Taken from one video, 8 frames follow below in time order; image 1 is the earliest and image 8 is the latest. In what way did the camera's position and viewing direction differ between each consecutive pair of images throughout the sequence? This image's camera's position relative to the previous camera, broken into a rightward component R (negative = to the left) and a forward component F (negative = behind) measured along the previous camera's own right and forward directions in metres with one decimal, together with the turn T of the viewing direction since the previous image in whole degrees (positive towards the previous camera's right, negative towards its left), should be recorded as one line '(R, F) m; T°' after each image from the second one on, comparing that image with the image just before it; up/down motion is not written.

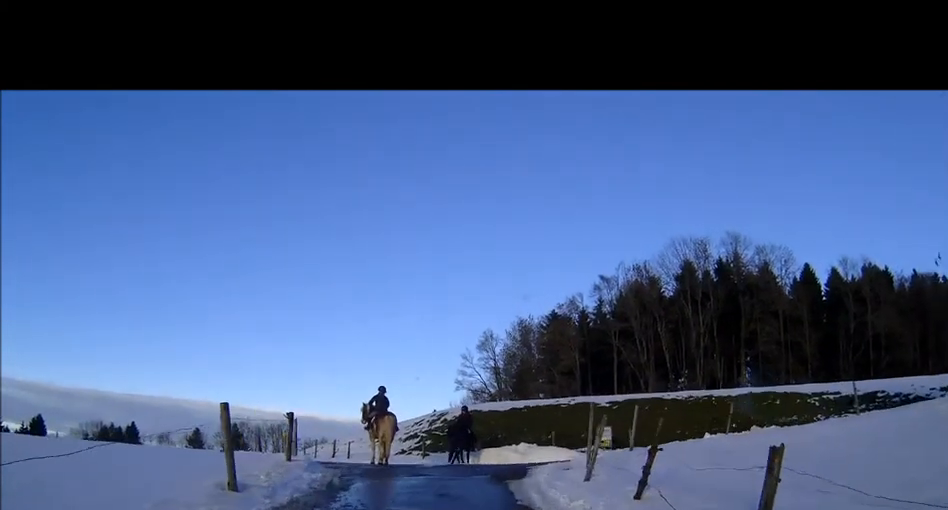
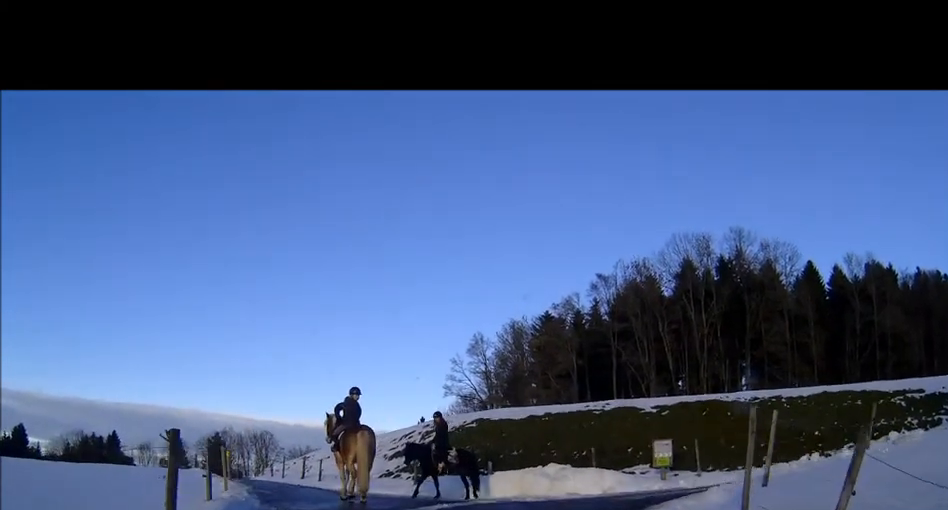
(0.0, +6.5) m; +1°
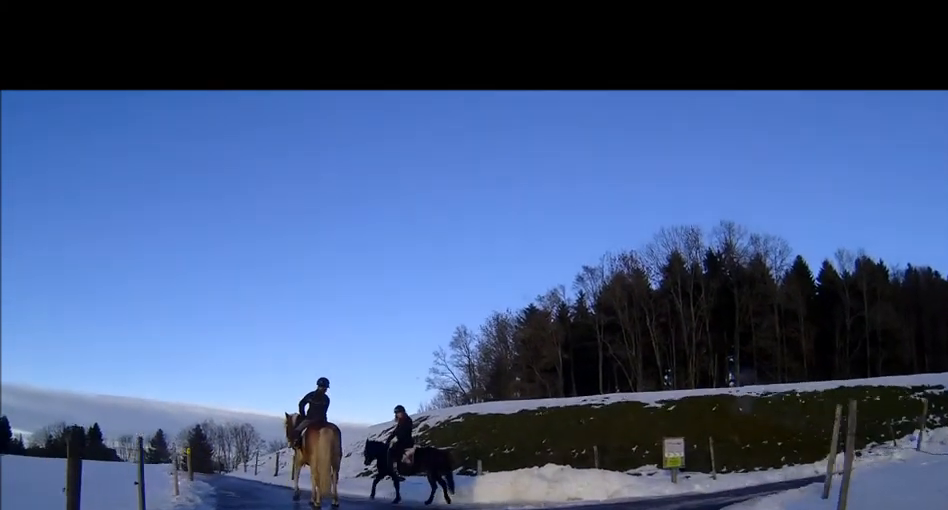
(0.0, +2.0) m; +2°
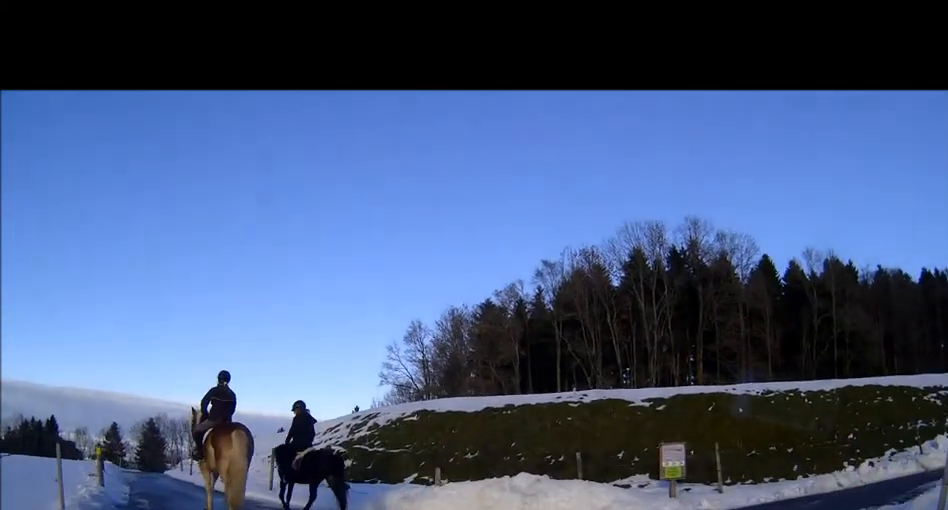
(+0.1, +3.0) m; +6°
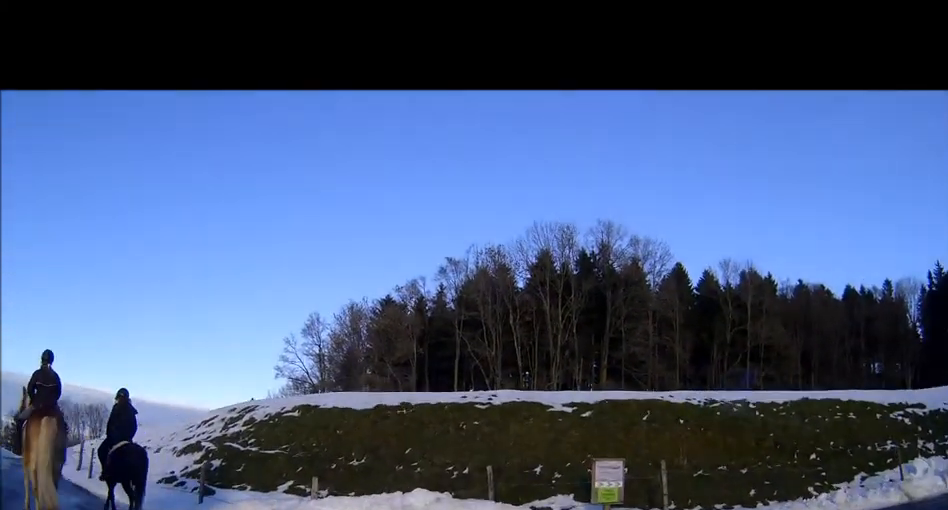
(0.0, +2.5) m; +11°
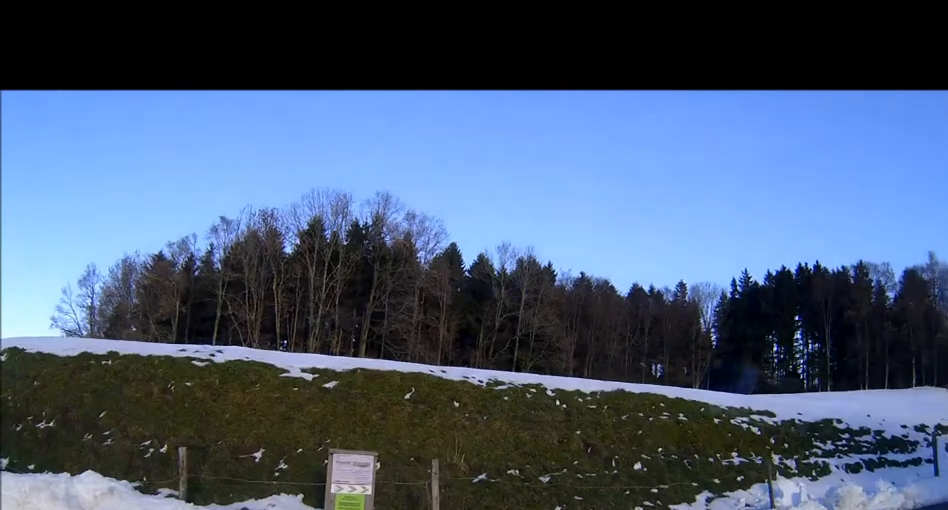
(+0.4, +3.1) m; +19°
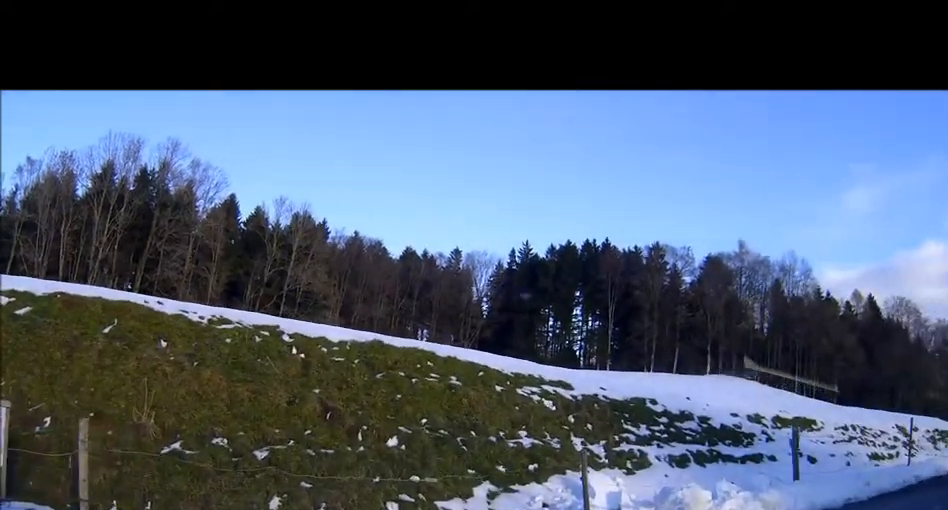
(+0.5, +2.6) m; +19°
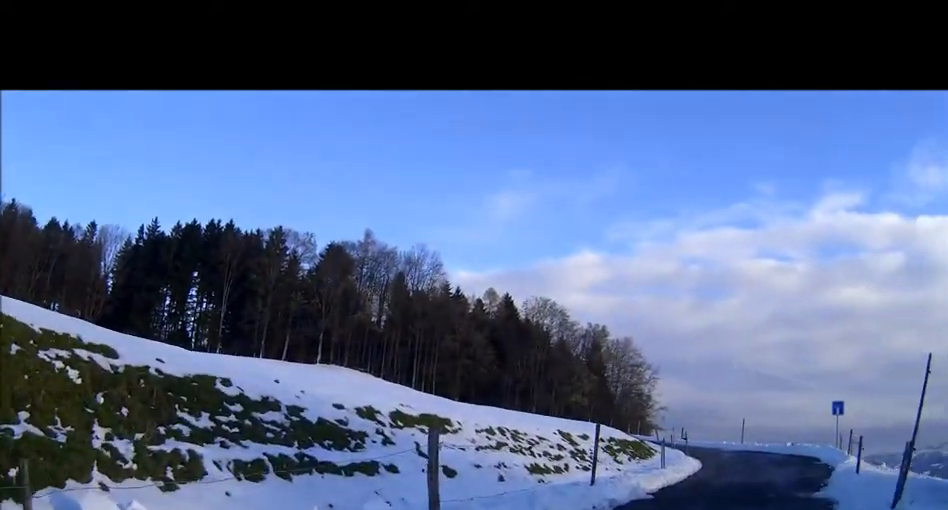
(+0.8, +3.4) m; +27°
